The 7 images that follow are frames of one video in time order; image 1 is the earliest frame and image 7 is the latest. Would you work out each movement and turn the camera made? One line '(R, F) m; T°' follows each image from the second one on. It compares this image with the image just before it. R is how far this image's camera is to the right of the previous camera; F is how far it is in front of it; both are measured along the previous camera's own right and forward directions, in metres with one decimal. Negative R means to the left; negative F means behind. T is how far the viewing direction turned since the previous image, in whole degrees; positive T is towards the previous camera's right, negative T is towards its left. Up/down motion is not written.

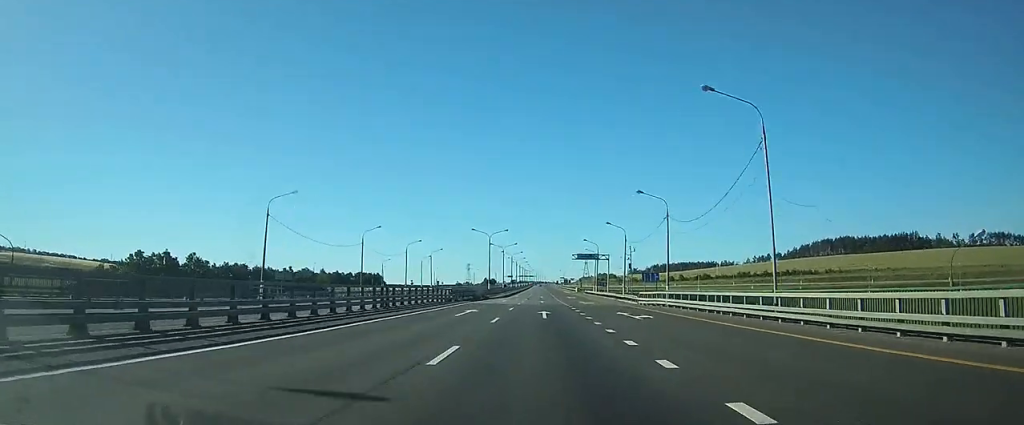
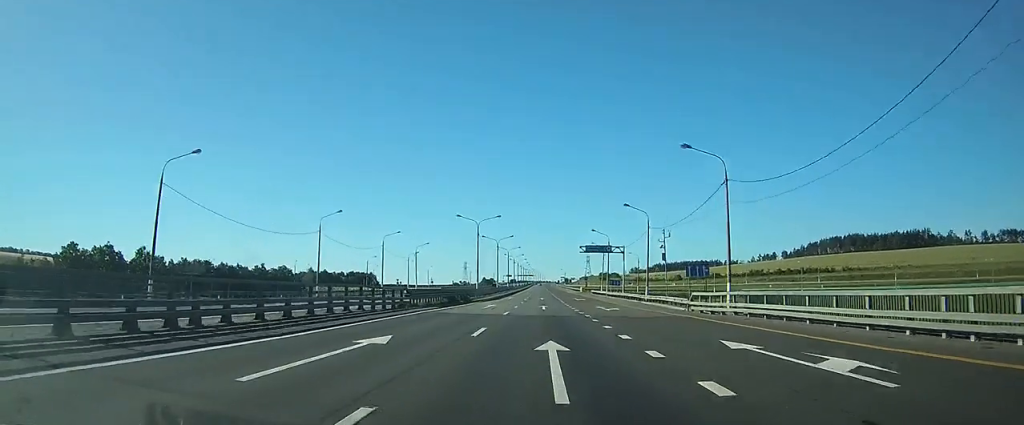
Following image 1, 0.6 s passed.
(0.0, +18.4) m; 0°
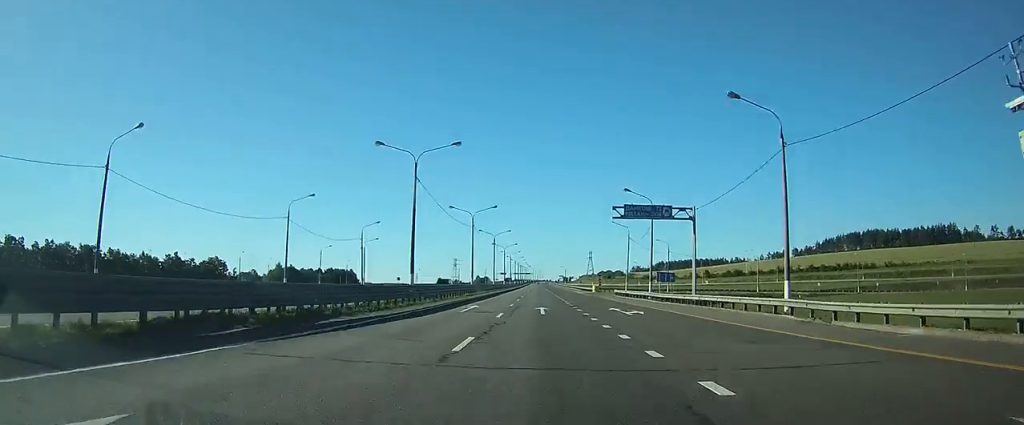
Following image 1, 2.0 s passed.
(0.0, +39.6) m; 0°
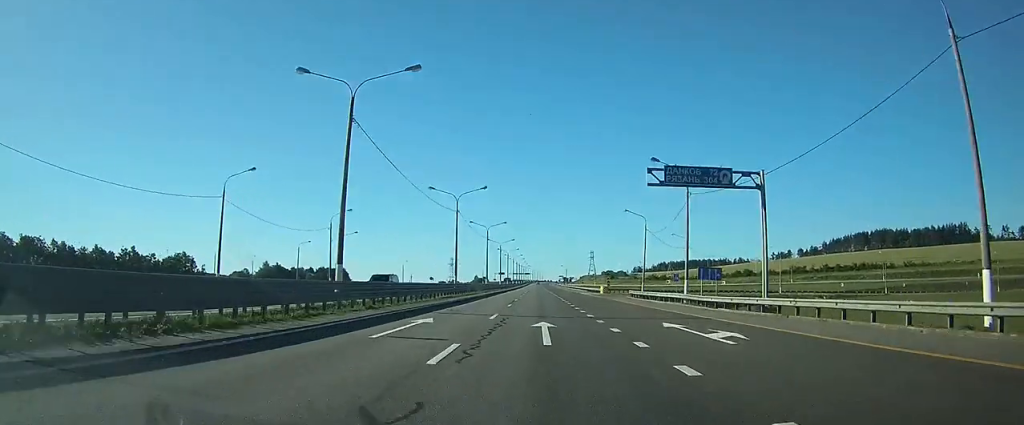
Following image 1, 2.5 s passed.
(0.0, +14.5) m; 0°
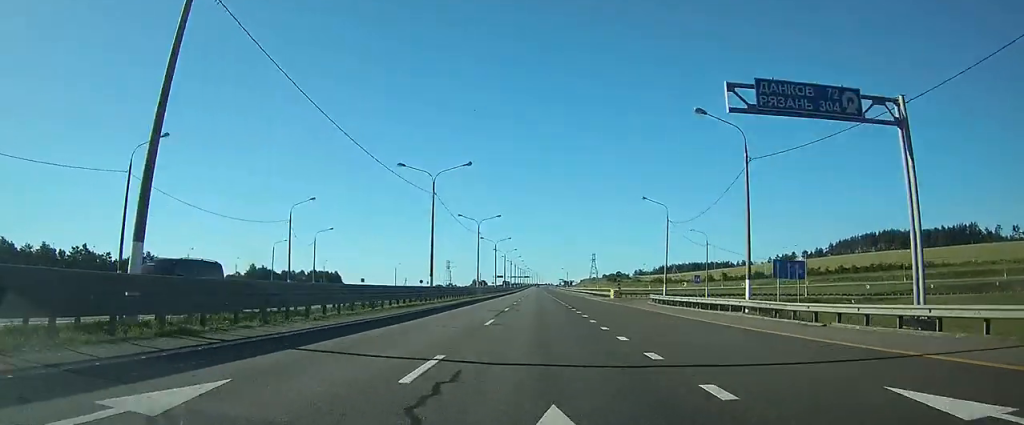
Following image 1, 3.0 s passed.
(0.0, +13.5) m; 0°
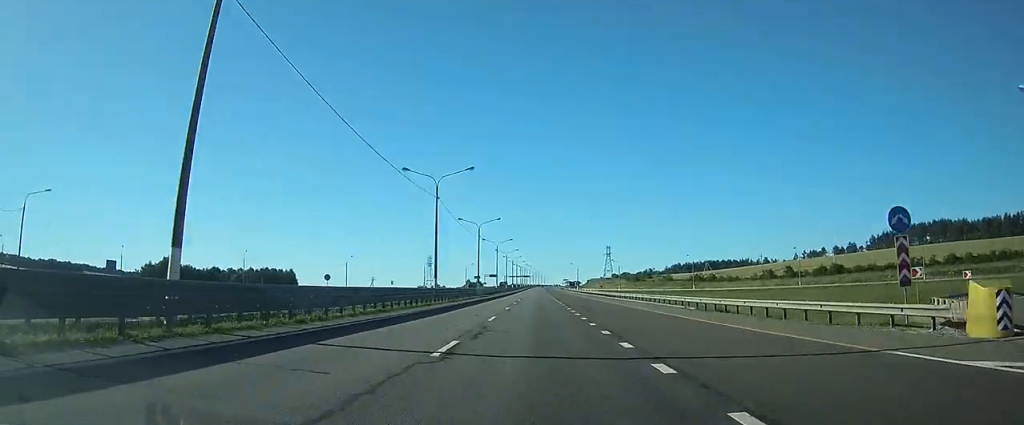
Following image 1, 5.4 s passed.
(-0.1, +69.5) m; 0°
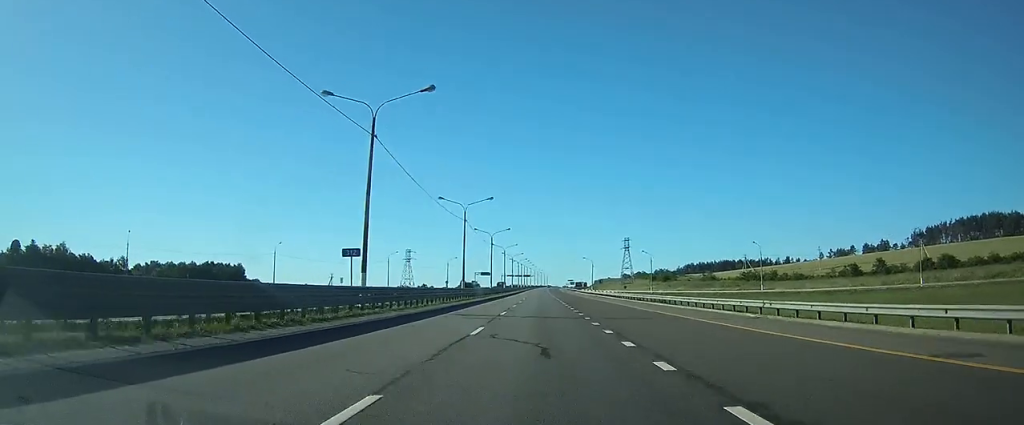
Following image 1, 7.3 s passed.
(-0.2, +55.6) m; 0°
